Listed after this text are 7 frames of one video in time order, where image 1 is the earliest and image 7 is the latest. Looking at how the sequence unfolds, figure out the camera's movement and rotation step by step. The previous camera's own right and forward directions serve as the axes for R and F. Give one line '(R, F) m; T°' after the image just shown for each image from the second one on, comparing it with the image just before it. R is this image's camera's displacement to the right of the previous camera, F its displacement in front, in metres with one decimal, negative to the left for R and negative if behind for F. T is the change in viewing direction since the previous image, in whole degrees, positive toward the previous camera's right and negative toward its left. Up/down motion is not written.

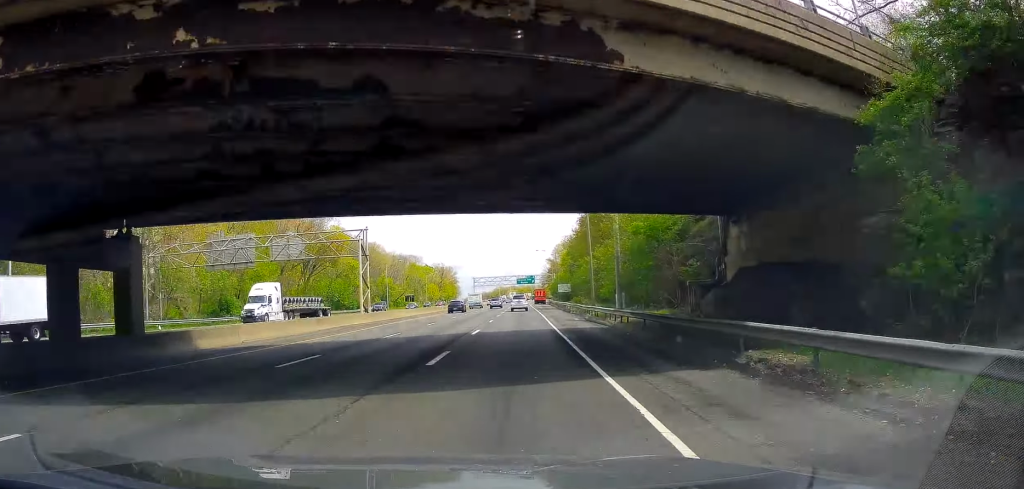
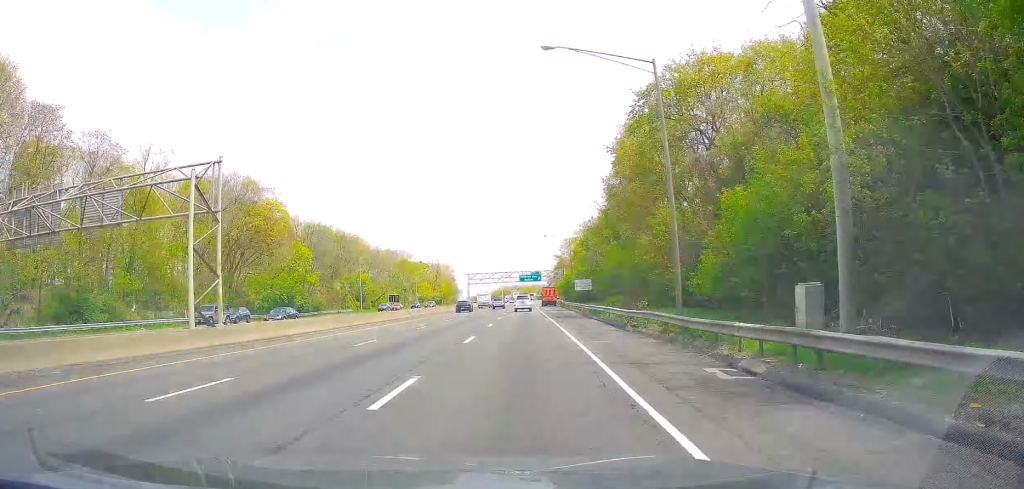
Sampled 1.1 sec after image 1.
(+0.3, +30.4) m; 0°
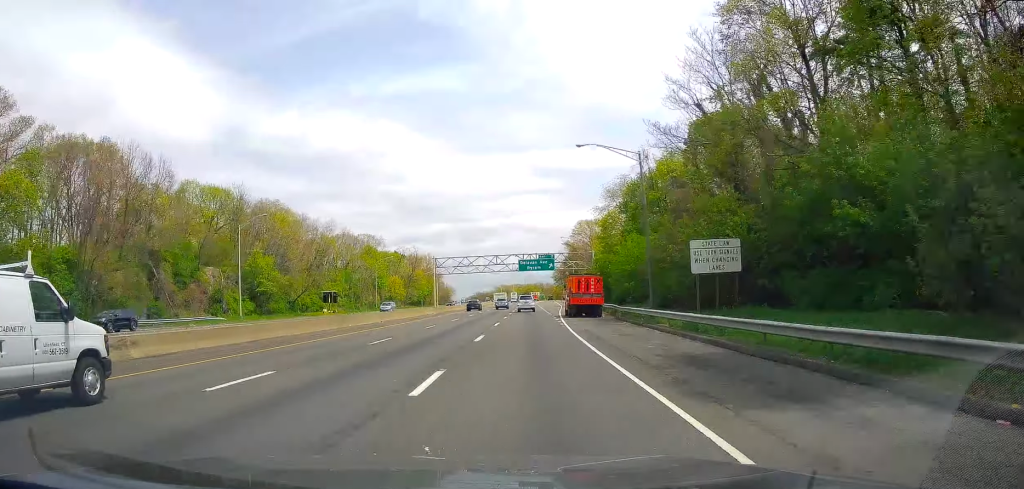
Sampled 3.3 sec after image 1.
(-0.1, +60.3) m; 0°
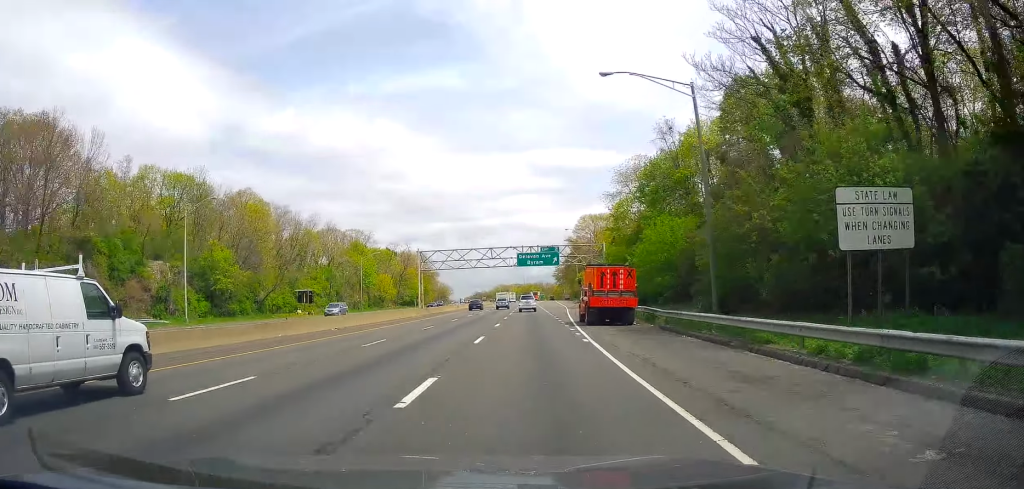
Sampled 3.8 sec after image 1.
(-0.1, +13.4) m; -1°
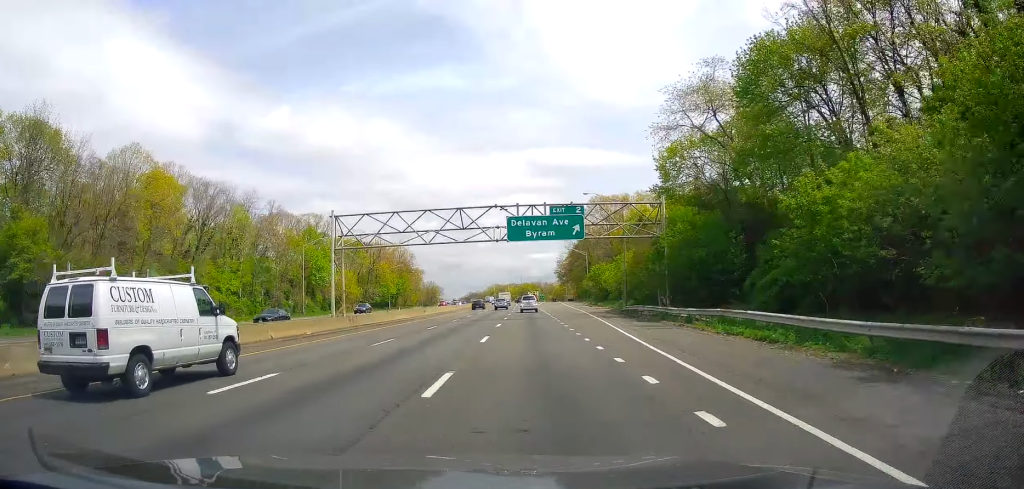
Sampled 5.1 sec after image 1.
(-0.5, +35.5) m; +1°
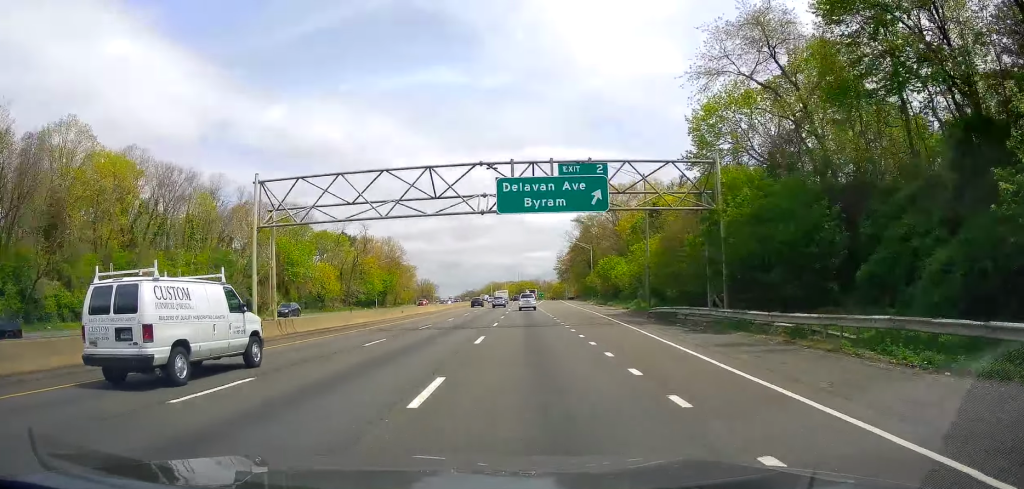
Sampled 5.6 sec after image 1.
(+0.5, +13.3) m; 0°
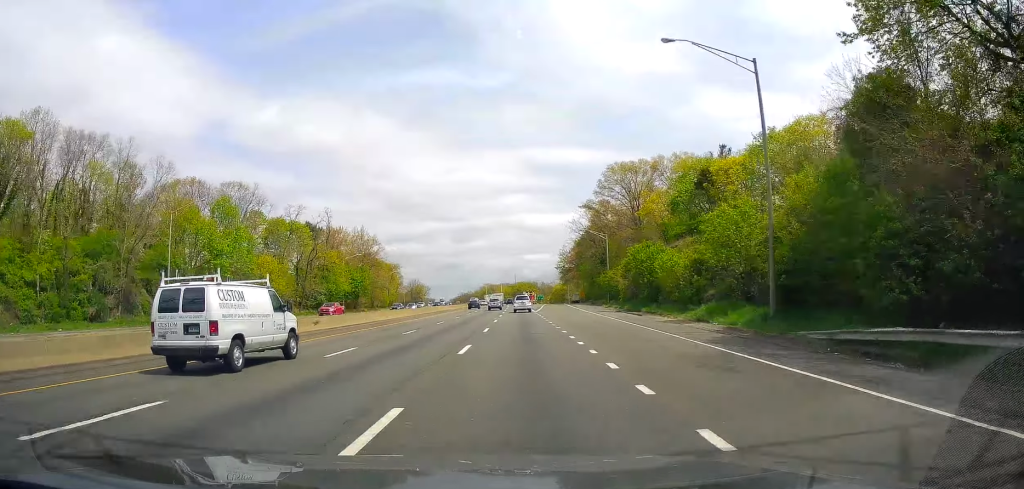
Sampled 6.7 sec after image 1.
(-0.1, +27.5) m; 0°
